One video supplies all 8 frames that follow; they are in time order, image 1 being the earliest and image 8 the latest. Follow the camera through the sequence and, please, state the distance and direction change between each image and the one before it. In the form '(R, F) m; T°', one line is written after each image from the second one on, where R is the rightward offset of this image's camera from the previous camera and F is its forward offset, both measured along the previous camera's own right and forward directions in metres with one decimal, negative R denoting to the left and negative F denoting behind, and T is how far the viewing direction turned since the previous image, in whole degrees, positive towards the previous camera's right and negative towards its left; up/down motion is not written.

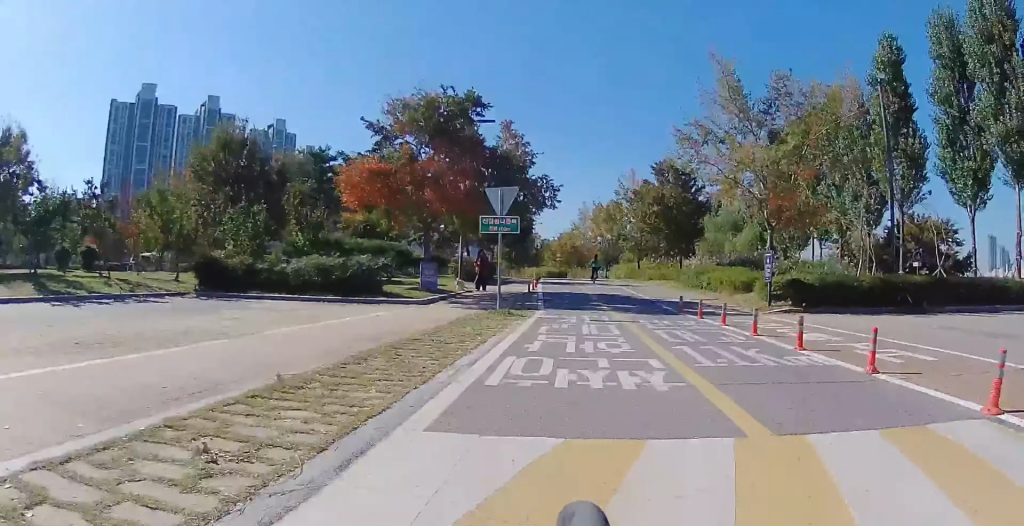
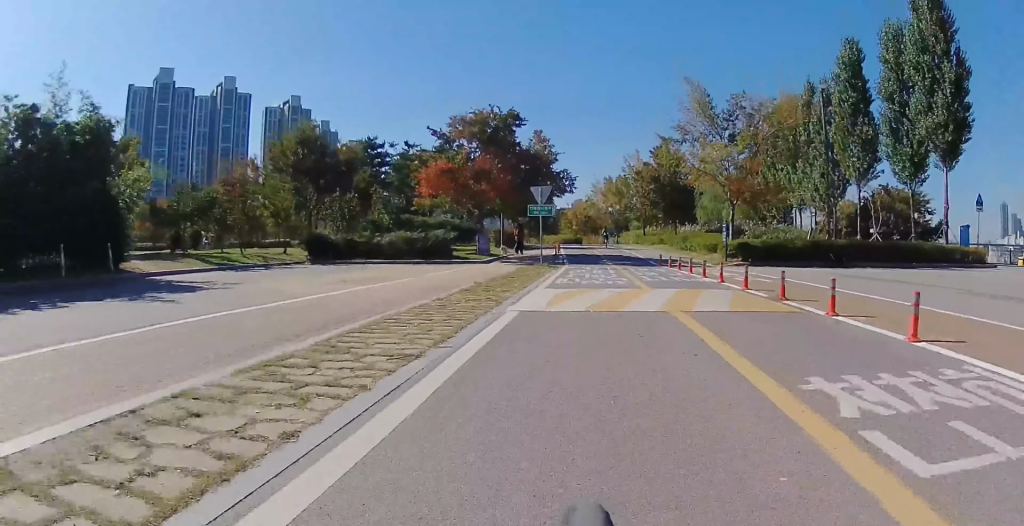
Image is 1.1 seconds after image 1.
(-0.2, +7.6) m; -1°
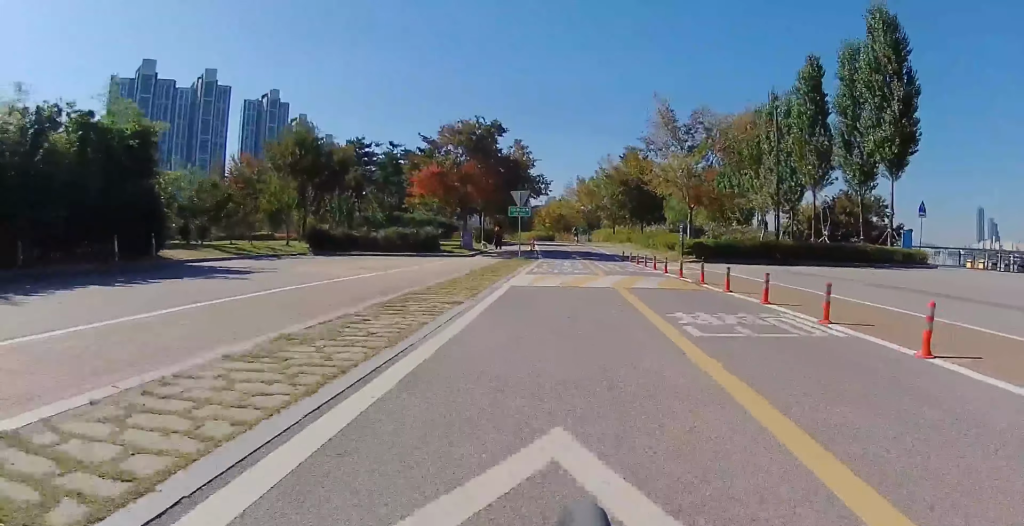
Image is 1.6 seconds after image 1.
(0.0, +3.3) m; 0°
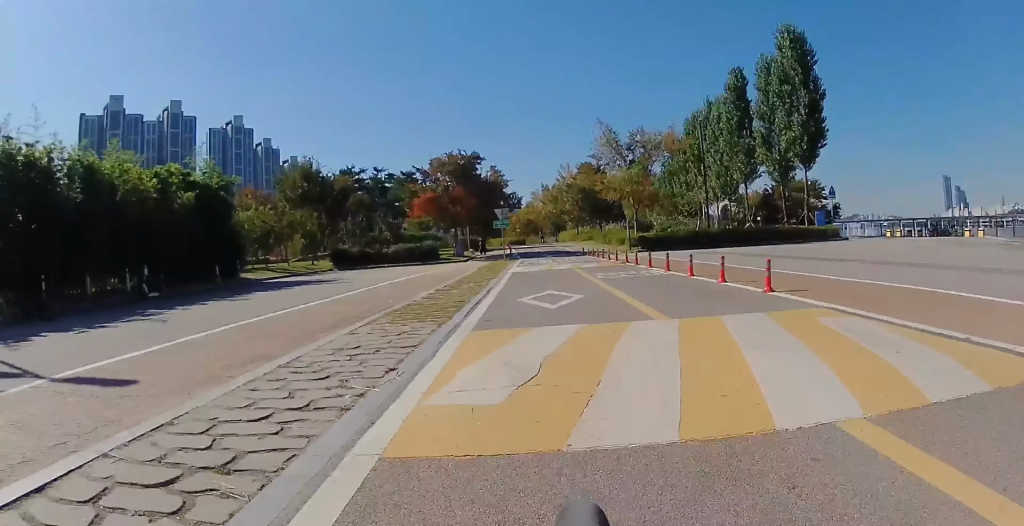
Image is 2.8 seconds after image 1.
(+0.1, +7.8) m; 0°
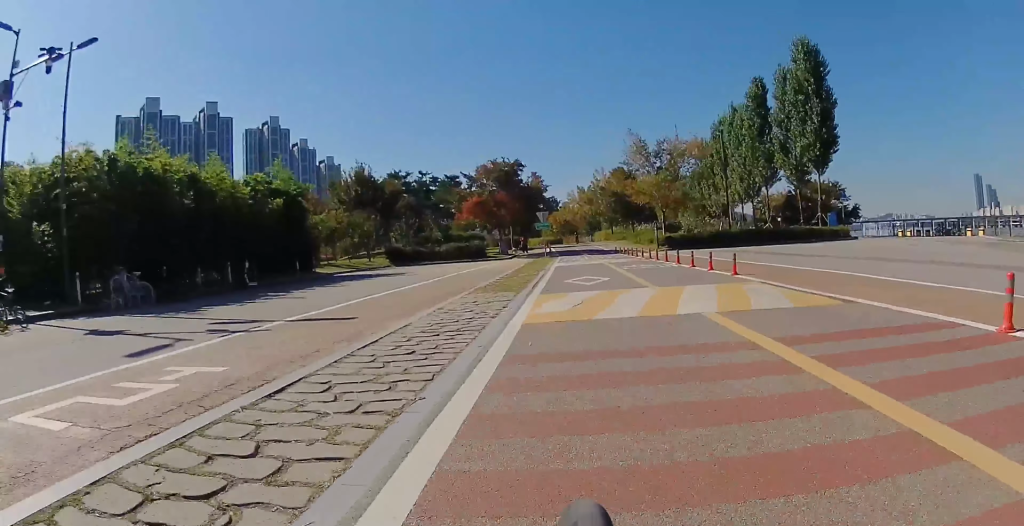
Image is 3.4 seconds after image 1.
(0.0, +4.0) m; -1°
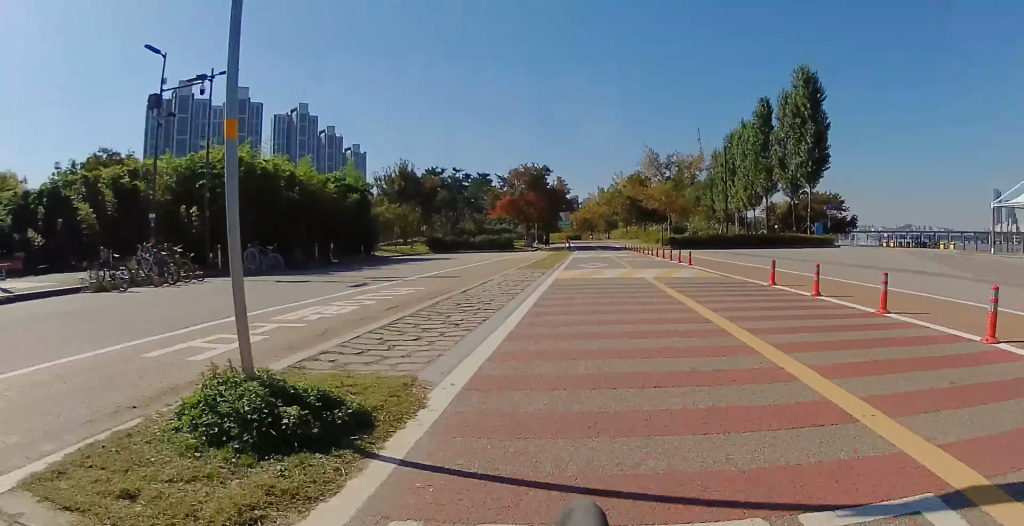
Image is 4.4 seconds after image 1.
(-0.1, +6.5) m; -1°
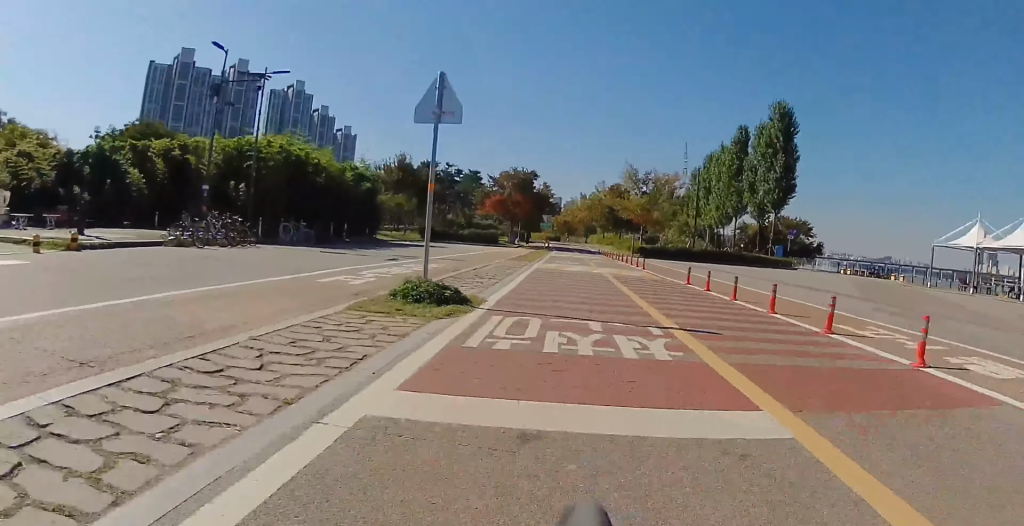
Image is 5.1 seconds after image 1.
(0.0, +4.6) m; 0°
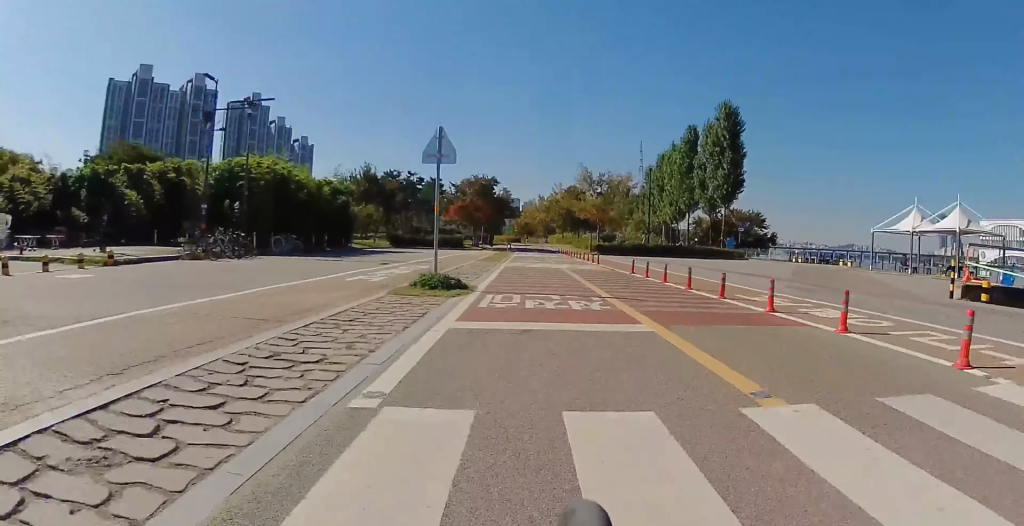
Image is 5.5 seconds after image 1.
(0.0, +3.1) m; +1°
